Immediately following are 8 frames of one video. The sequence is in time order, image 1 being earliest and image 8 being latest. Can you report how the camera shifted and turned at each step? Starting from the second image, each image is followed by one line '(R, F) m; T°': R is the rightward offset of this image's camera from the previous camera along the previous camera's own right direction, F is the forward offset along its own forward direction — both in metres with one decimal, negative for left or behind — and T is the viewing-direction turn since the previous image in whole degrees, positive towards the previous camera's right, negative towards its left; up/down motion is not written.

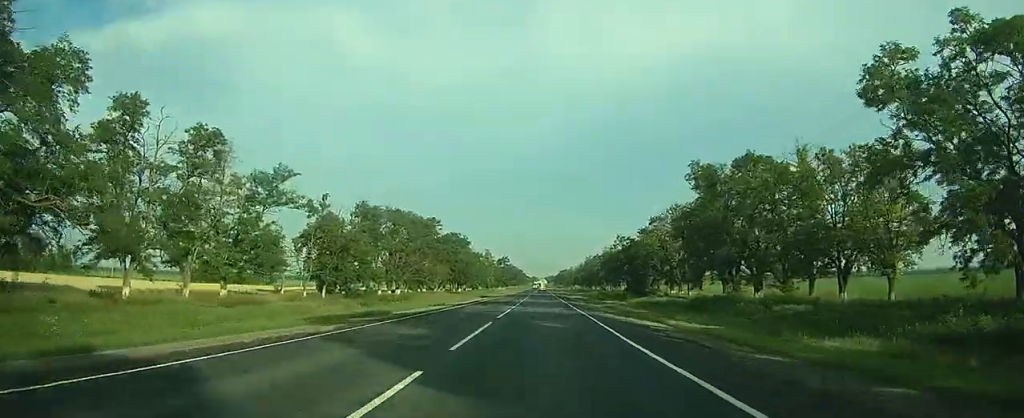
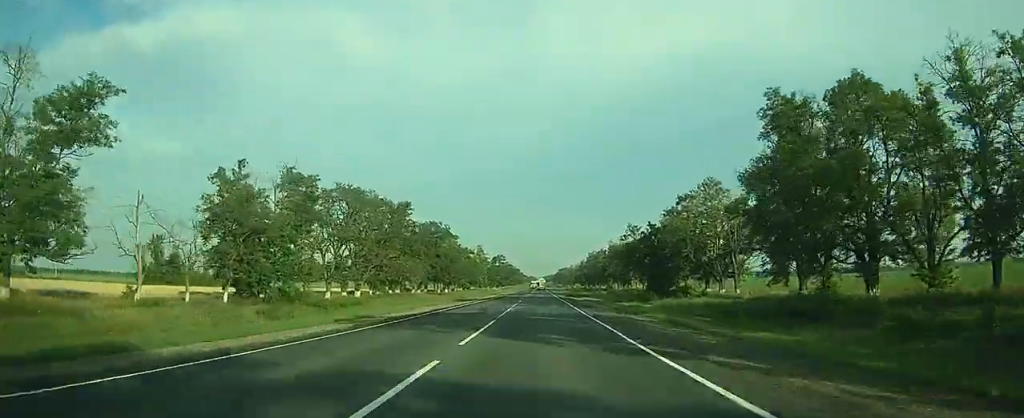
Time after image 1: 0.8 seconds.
(0.0, +25.8) m; 0°
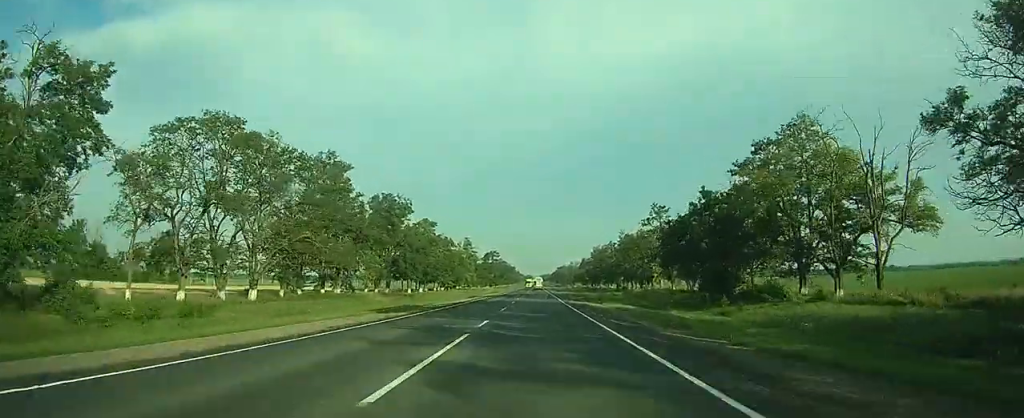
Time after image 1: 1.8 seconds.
(0.0, +37.0) m; 0°
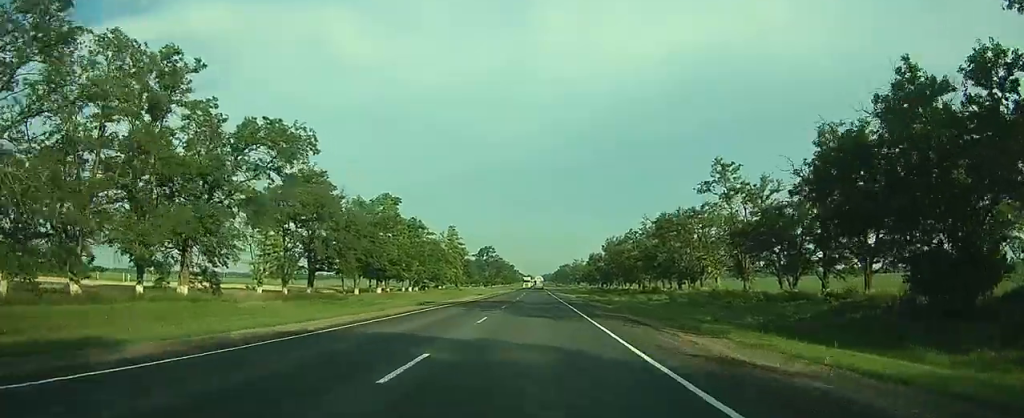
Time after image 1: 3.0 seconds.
(+0.1, +42.3) m; 0°
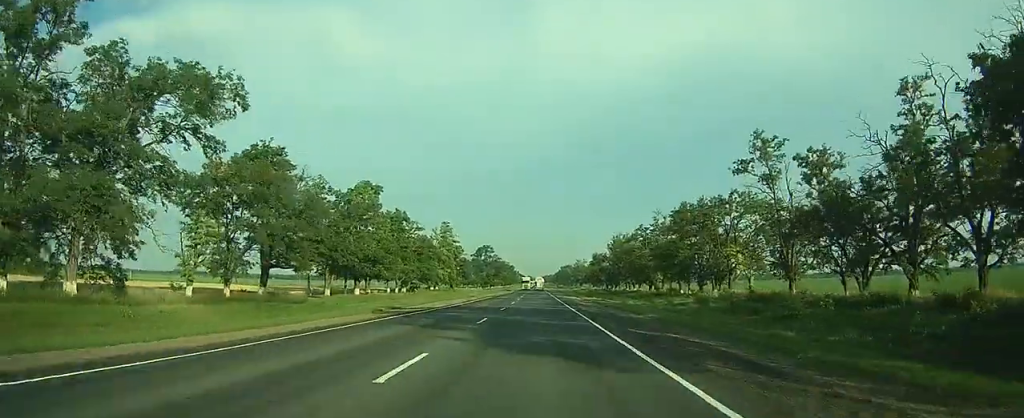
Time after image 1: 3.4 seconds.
(0.0, +14.0) m; 0°
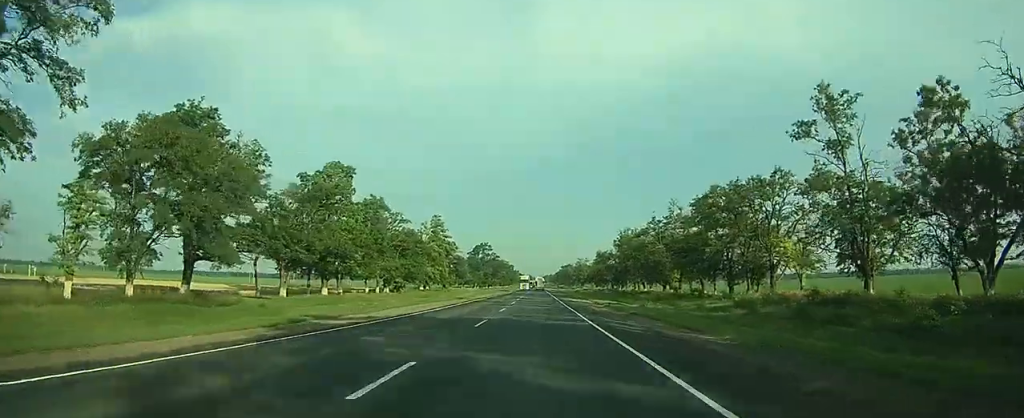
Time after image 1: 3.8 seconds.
(0.0, +14.4) m; 0°
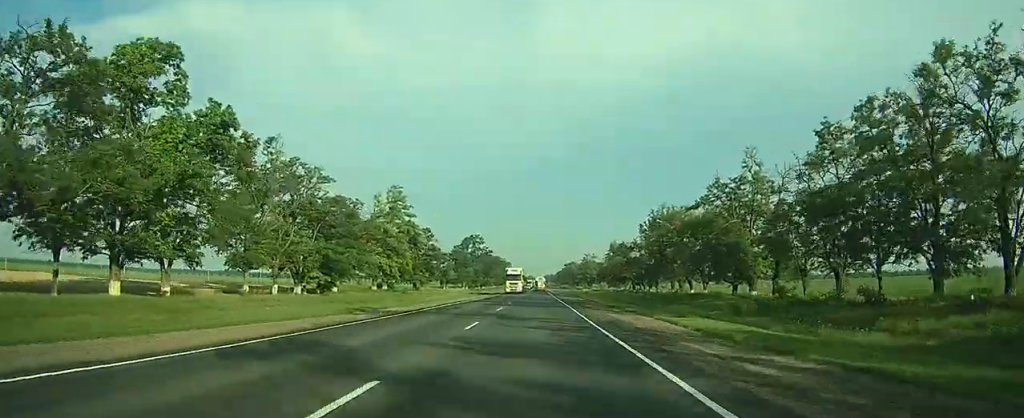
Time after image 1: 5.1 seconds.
(0.0, +40.9) m; 0°
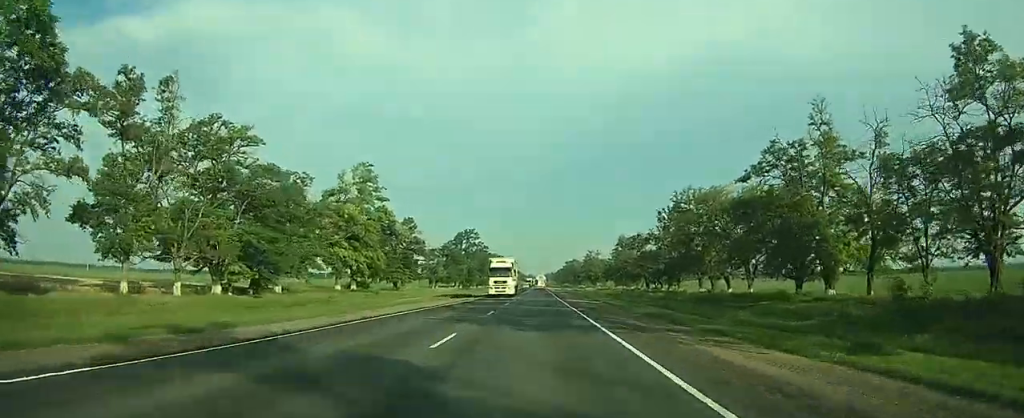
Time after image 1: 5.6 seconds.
(0.0, +17.7) m; 0°
